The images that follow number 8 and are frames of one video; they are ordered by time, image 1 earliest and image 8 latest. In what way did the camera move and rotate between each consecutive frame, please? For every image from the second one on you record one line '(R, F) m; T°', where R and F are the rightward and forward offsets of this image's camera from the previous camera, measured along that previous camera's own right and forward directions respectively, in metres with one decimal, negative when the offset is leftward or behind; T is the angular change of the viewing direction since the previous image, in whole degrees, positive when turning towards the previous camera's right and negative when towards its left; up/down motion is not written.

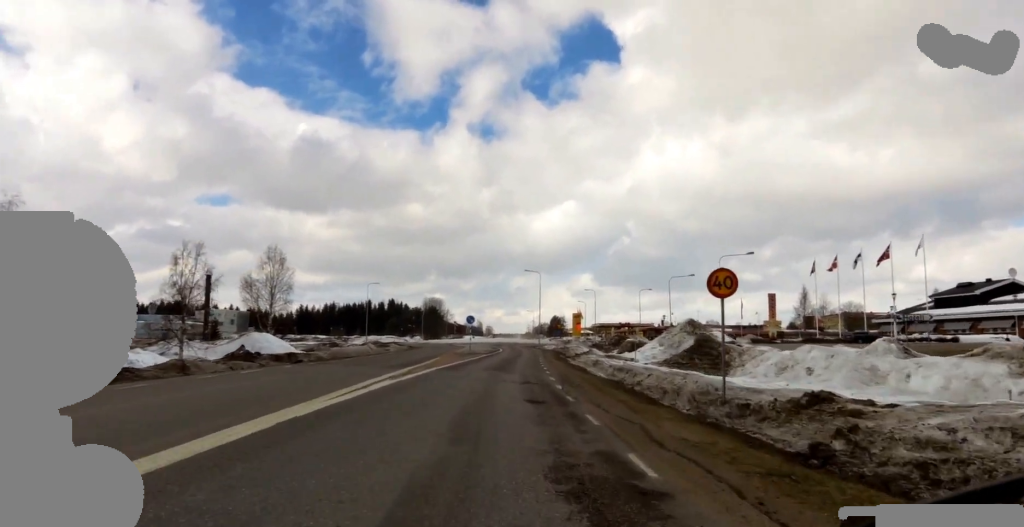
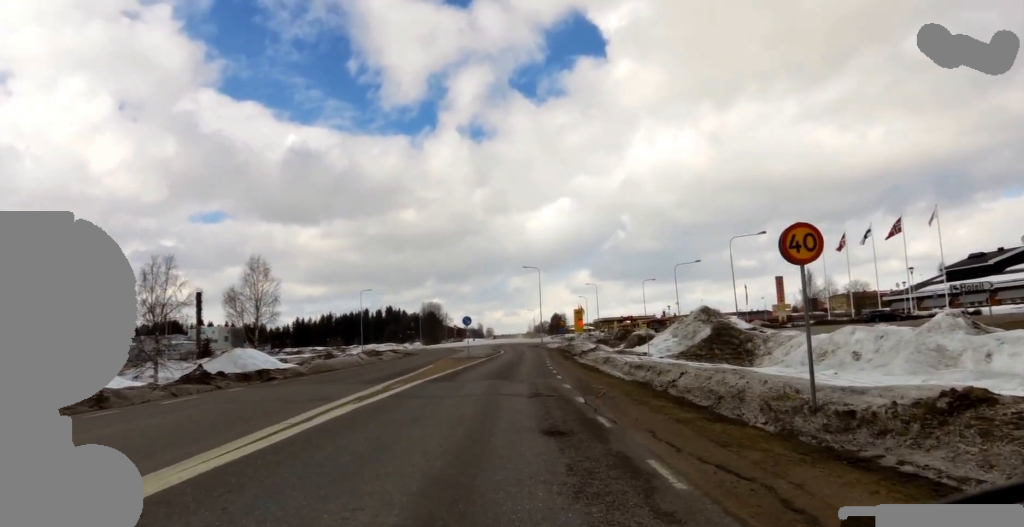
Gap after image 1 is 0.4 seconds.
(+0.3, +3.4) m; +3°
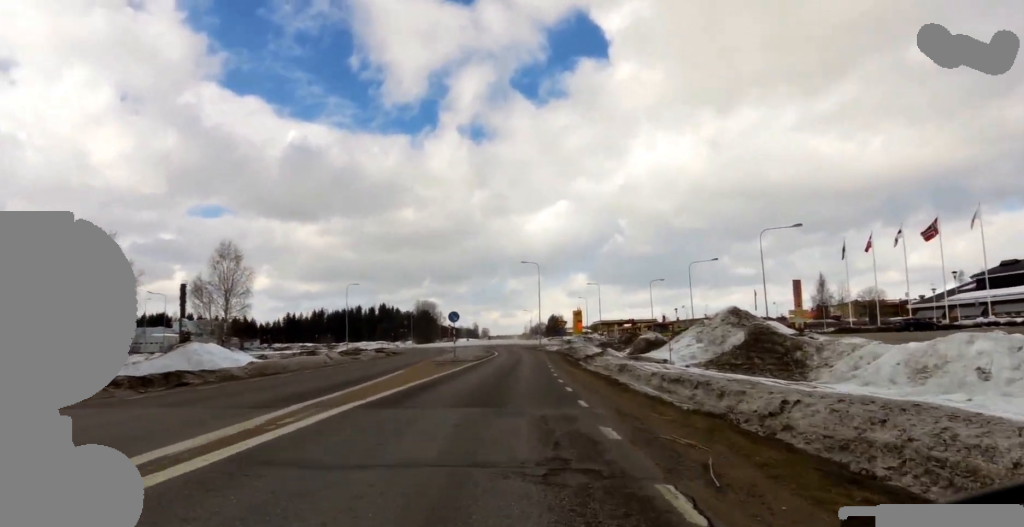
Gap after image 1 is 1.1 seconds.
(+0.3, +6.3) m; +5°
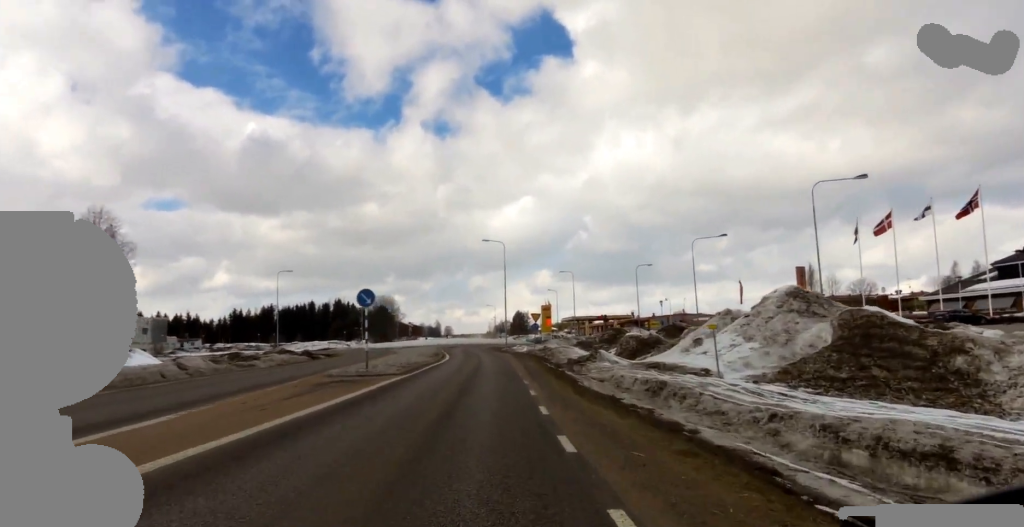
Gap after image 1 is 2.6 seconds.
(+0.5, +12.4) m; -5°
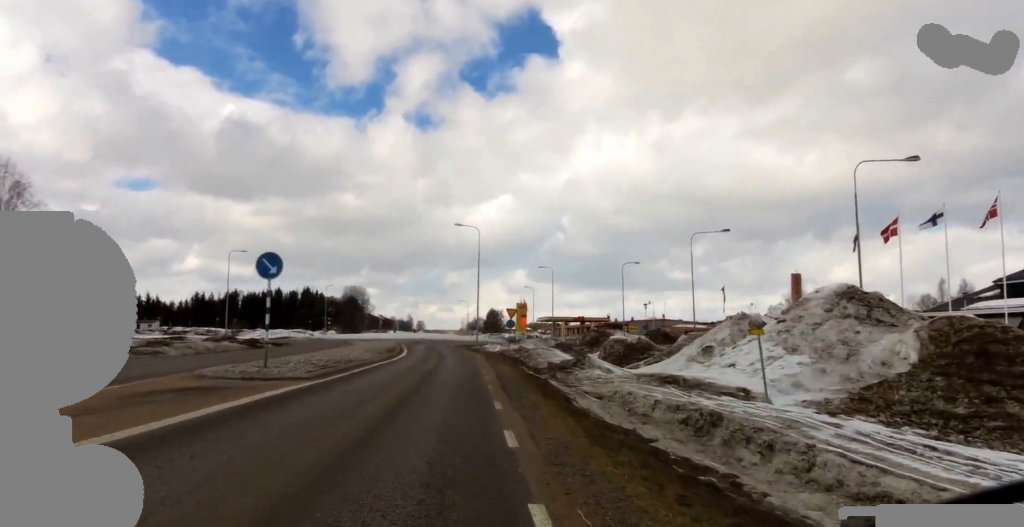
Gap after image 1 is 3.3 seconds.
(-0.3, +5.7) m; -4°
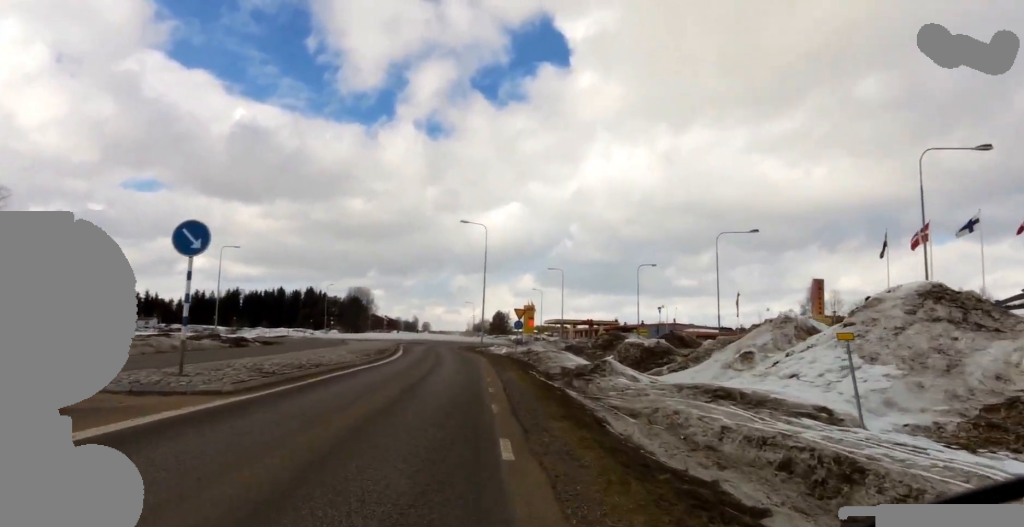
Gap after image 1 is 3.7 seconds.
(-0.7, +3.5) m; 0°
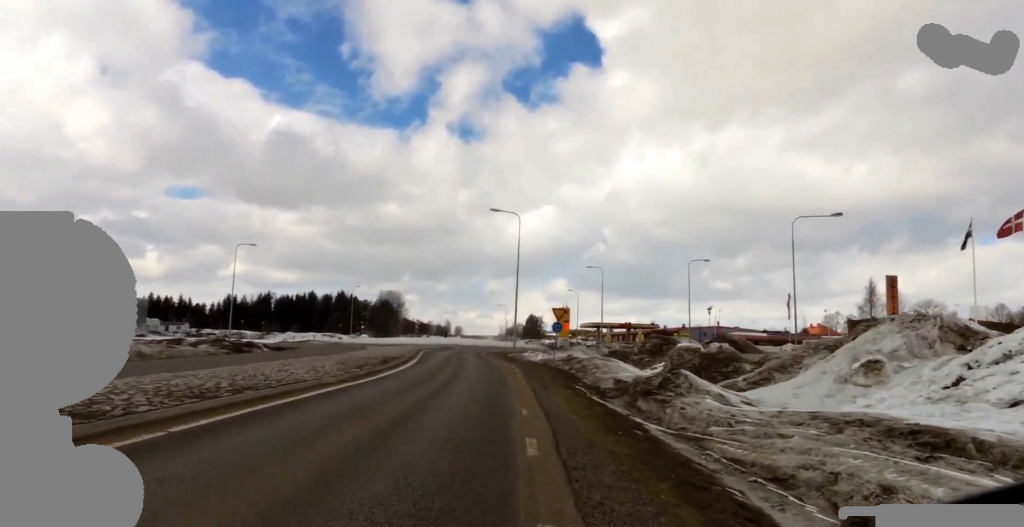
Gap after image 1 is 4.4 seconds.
(+0.3, +5.4) m; 0°
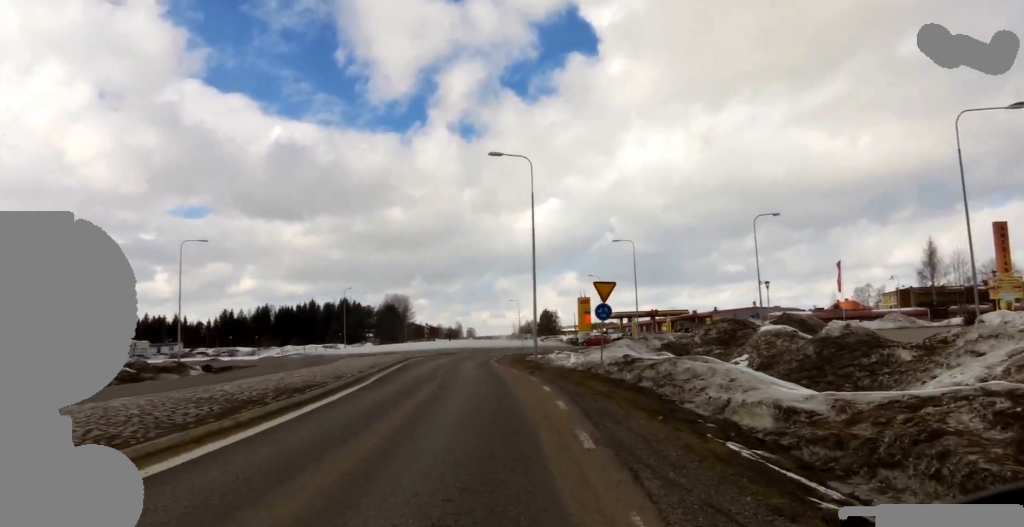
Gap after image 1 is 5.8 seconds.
(-0.5, +11.7) m; -2°
